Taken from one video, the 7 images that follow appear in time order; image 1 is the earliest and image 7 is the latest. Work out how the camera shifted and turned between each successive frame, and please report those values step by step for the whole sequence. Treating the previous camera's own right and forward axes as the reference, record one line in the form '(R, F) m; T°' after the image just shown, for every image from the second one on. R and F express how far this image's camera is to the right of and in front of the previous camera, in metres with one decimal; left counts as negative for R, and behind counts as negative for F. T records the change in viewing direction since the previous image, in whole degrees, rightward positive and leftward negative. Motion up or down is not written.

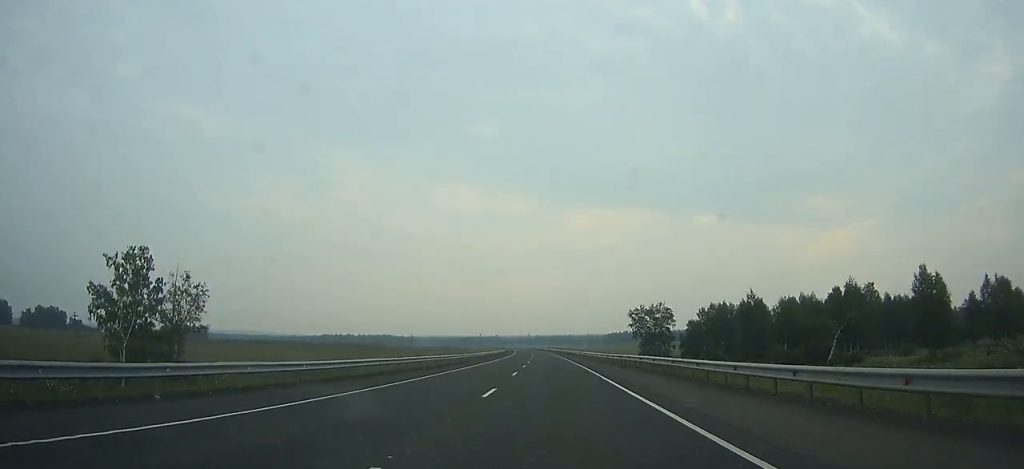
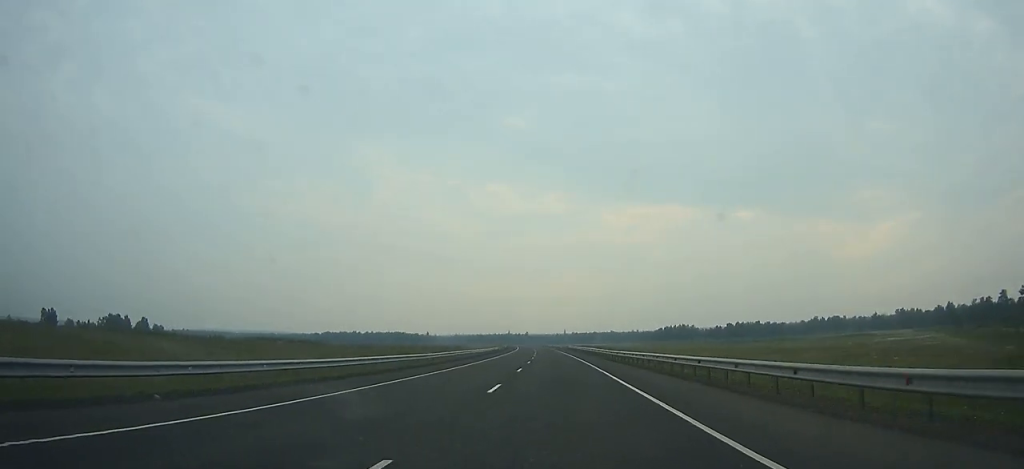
(-4.0, +133.5) m; -4°
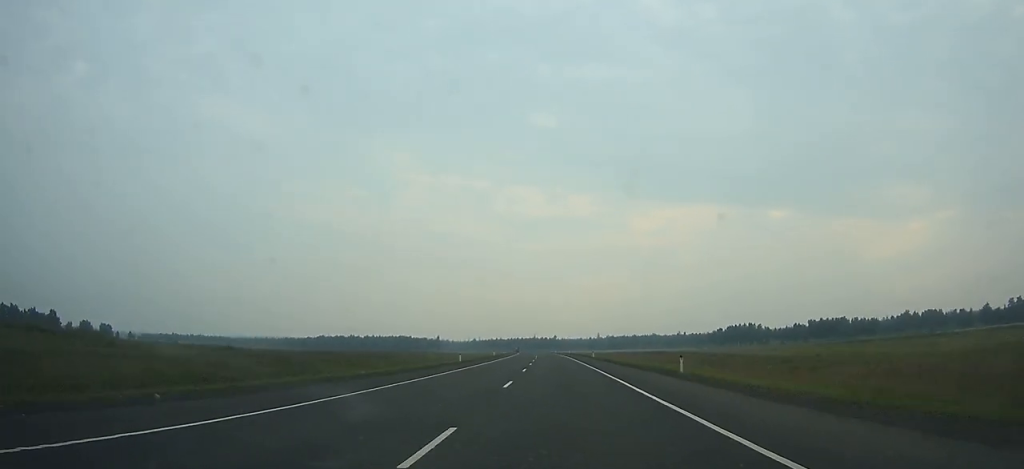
(-3.5, +129.1) m; -3°
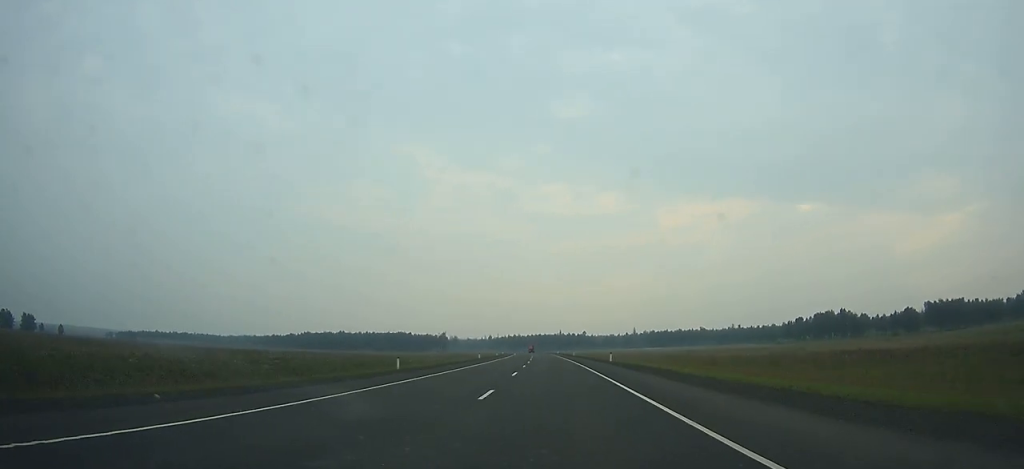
(-3.2, +123.0) m; -3°
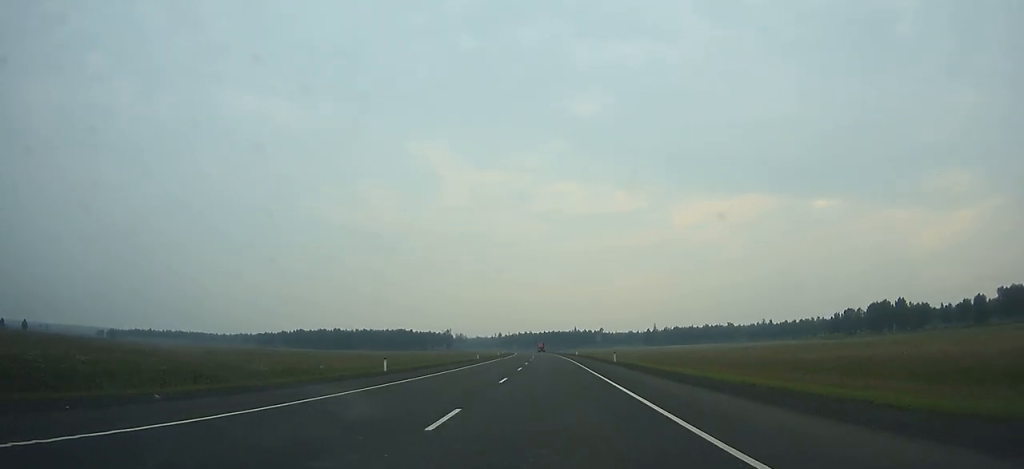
(-0.4, +52.4) m; -1°
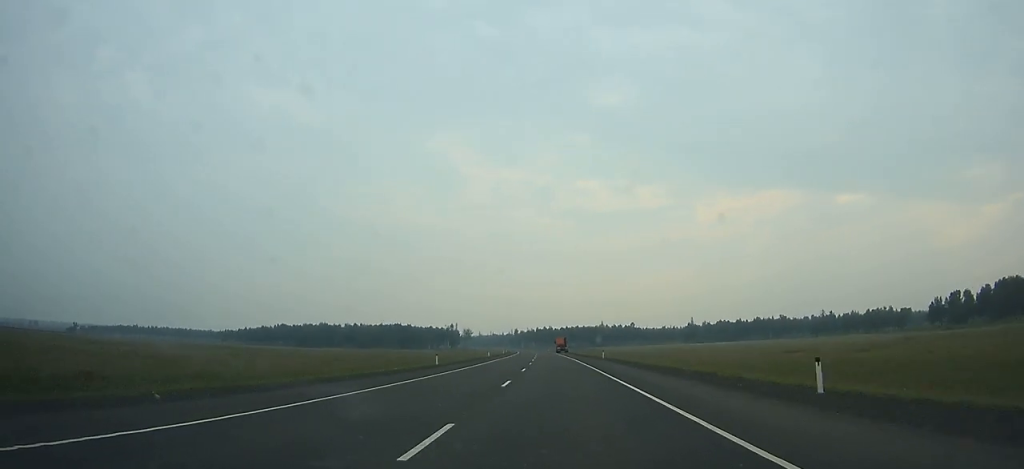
(-1.6, +81.8) m; -2°
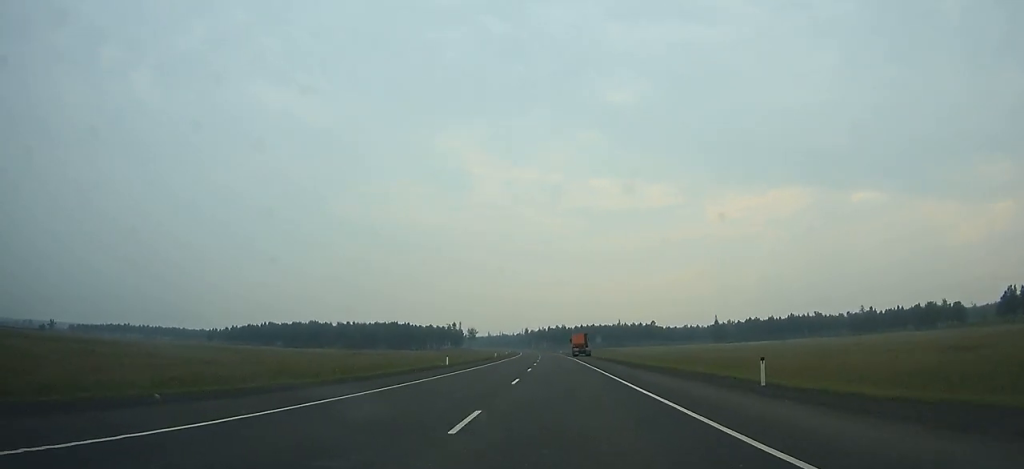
(-0.8, +42.6) m; -1°
